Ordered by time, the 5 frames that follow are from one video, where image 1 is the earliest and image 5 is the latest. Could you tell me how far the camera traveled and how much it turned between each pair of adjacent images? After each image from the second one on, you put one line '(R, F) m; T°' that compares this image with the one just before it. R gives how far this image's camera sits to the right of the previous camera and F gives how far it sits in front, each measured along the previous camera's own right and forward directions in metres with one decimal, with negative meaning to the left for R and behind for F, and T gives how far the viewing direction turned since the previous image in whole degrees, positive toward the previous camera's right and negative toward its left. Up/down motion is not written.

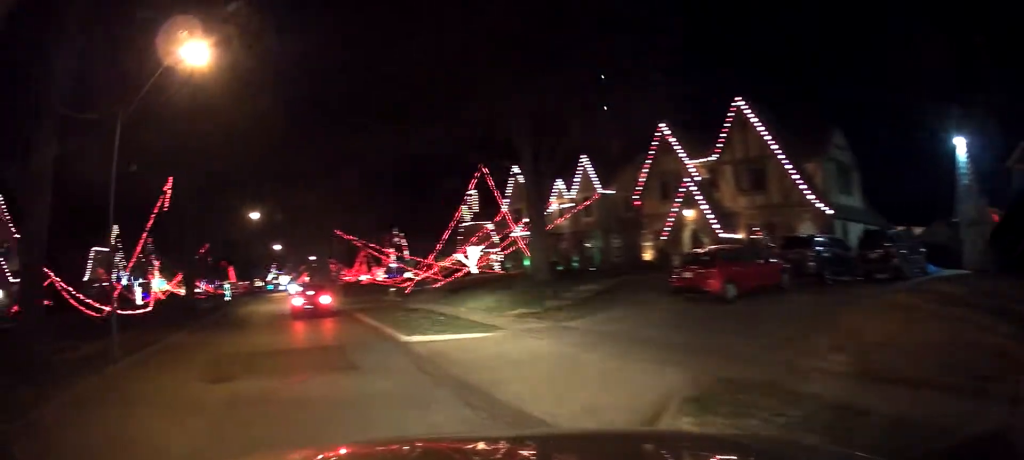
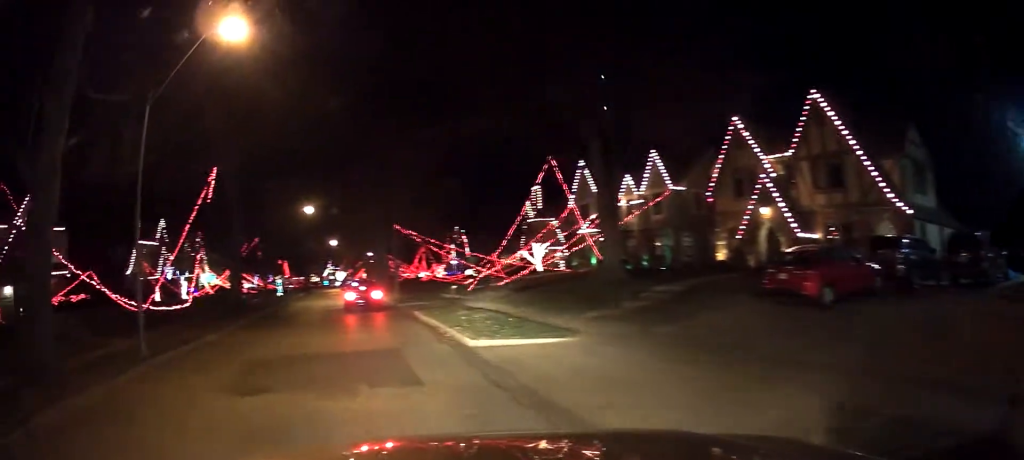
(-0.7, +1.7) m; -14°
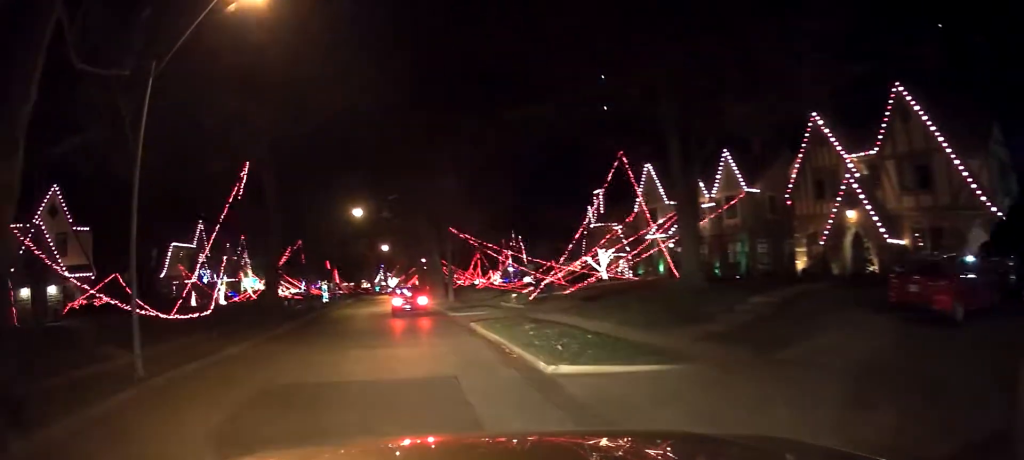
(-0.5, +3.0) m; -16°
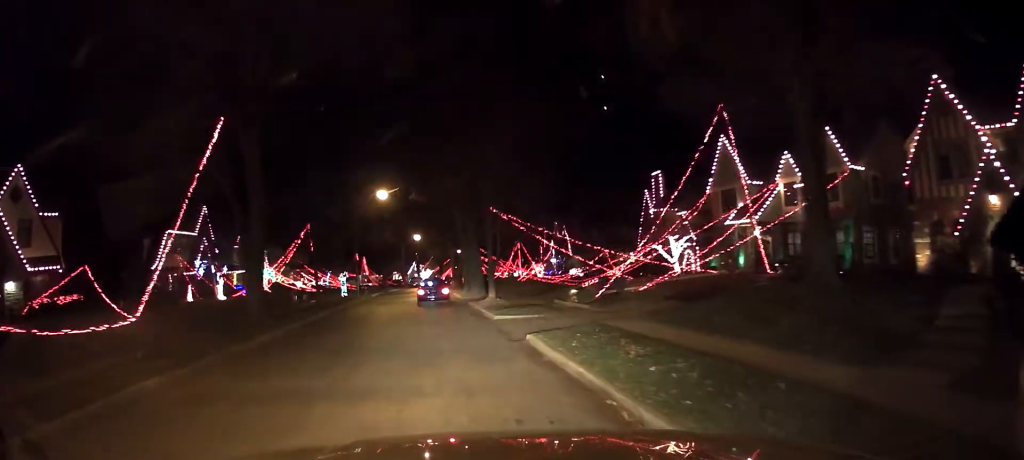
(-1.6, +7.5) m; -18°
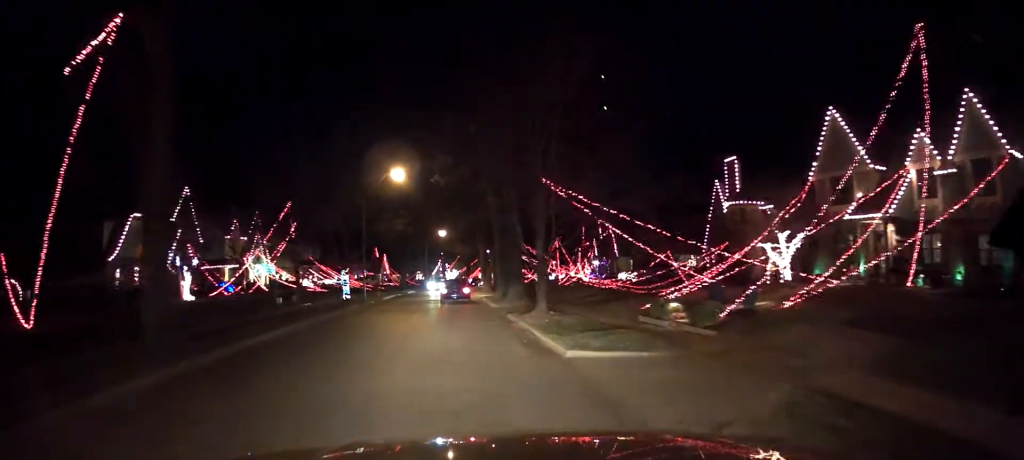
(+1.3, +11.1) m; +11°
